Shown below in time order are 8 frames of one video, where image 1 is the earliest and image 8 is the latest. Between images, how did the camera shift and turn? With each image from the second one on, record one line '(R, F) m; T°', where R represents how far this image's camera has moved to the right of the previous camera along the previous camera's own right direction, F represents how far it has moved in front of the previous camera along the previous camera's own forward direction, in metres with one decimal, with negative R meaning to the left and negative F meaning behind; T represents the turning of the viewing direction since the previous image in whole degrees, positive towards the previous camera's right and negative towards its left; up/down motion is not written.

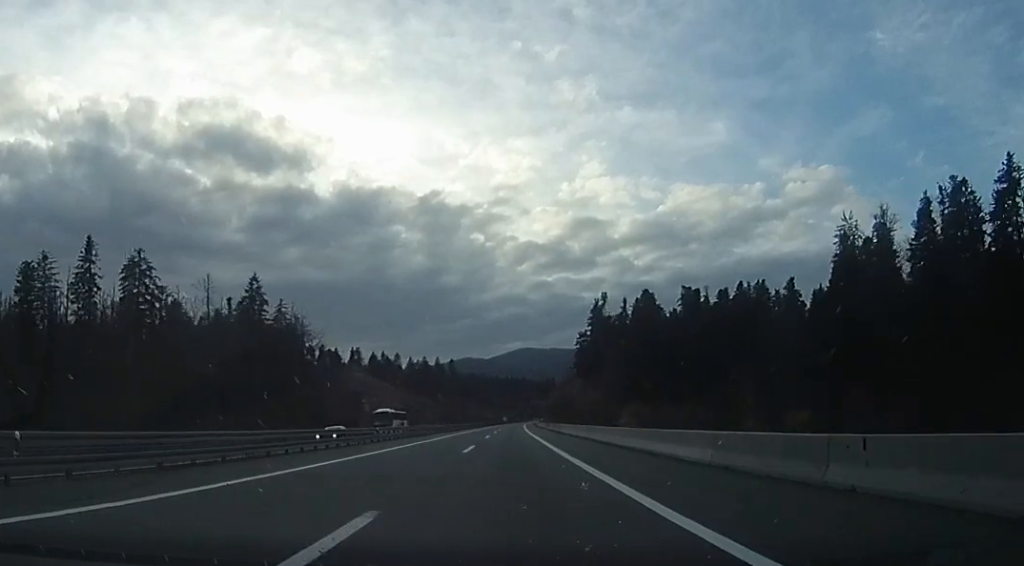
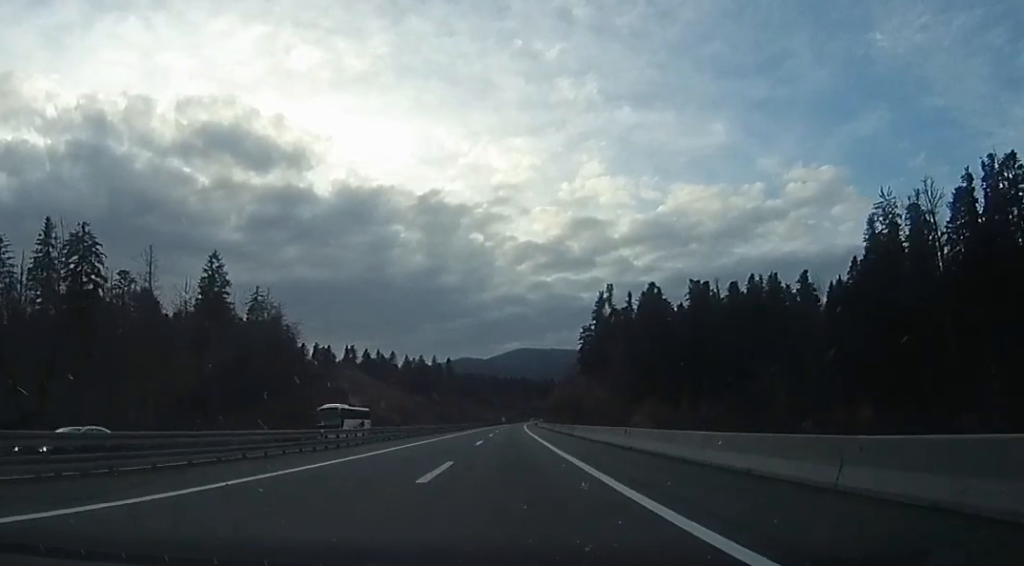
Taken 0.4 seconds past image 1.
(0.0, +12.4) m; 0°
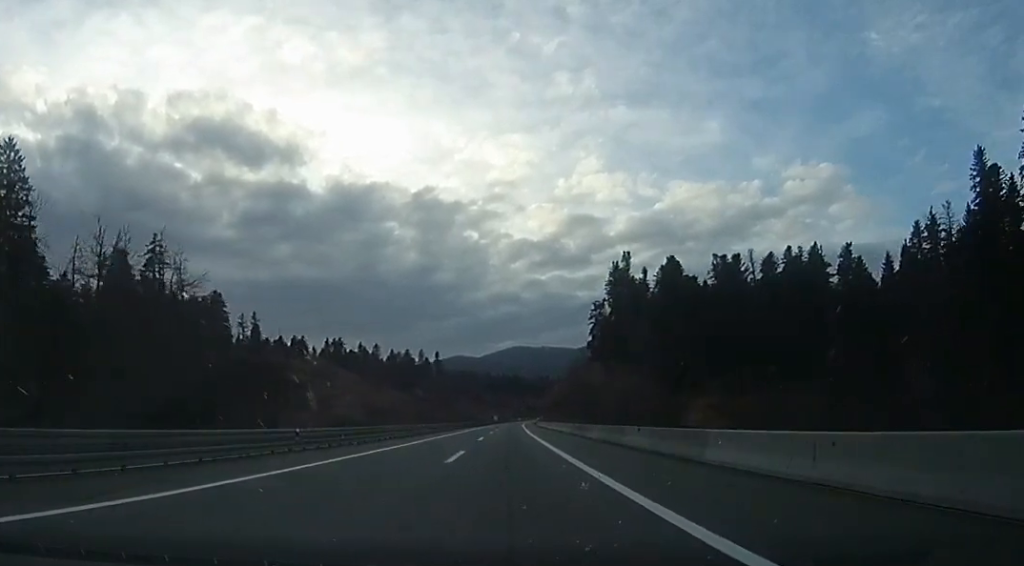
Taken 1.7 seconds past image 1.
(0.0, +35.1) m; 0°
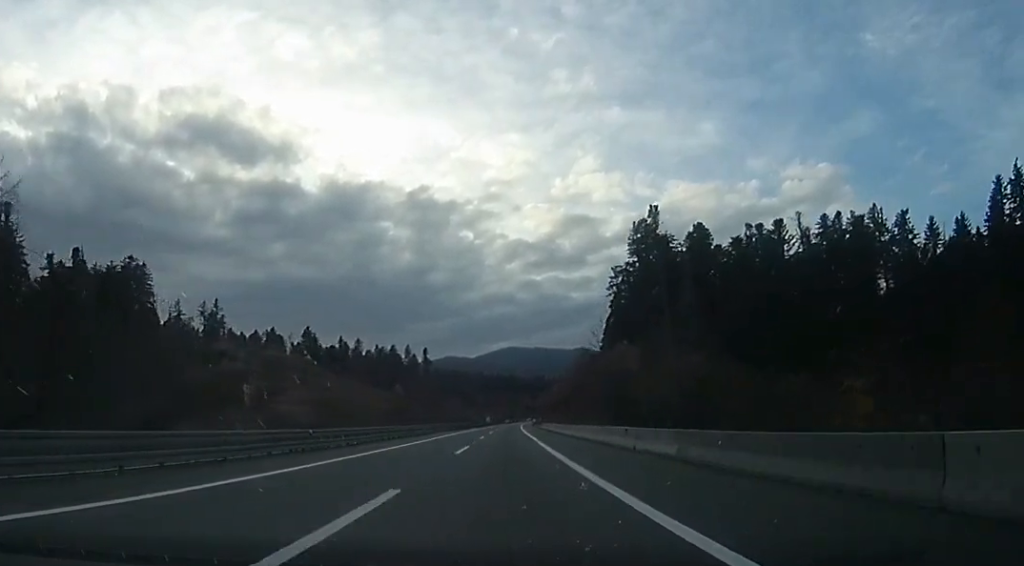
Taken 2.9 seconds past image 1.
(0.0, +33.7) m; 0°
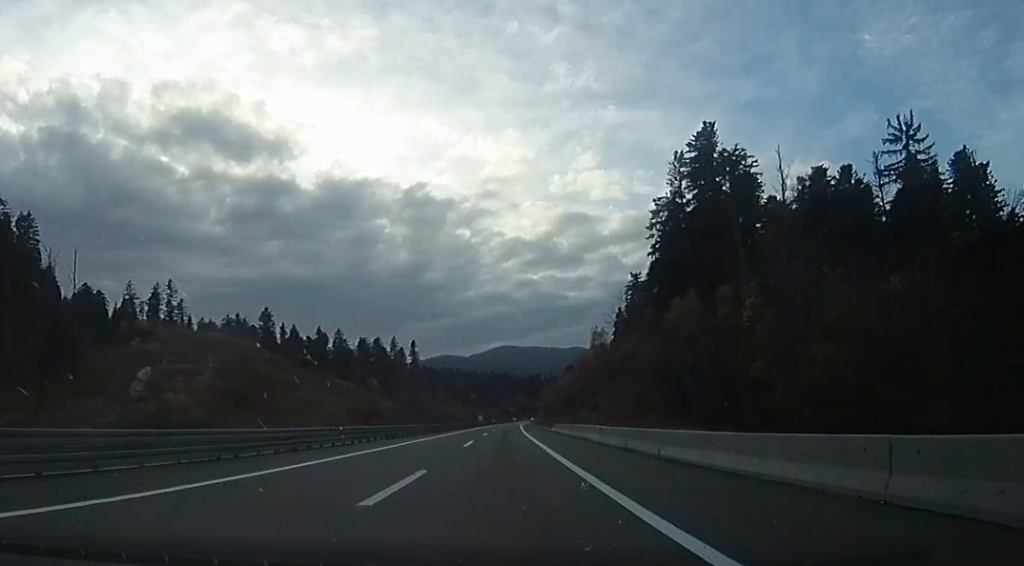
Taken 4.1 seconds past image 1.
(0.0, +34.6) m; 0°
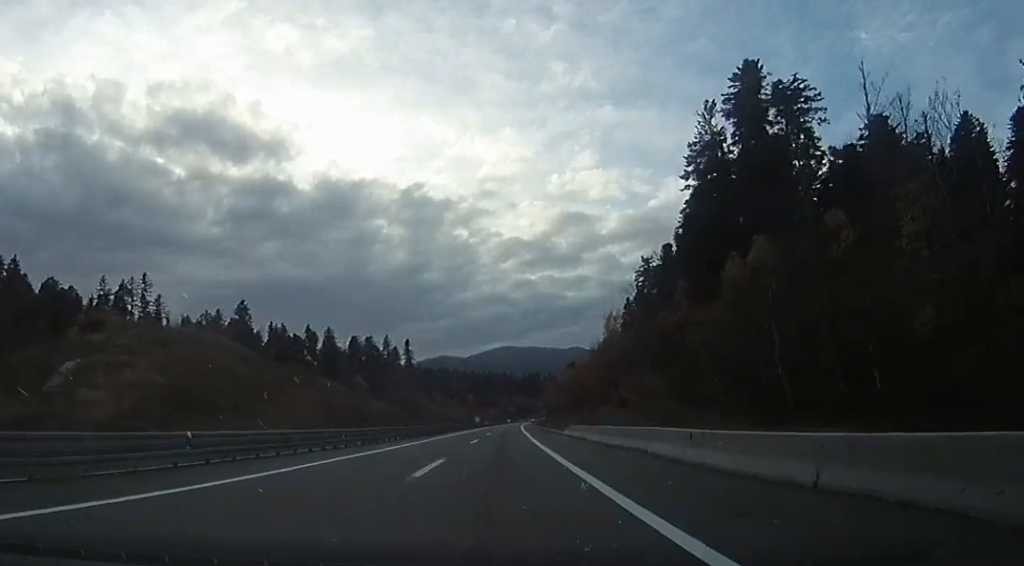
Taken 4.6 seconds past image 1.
(0.0, +16.1) m; 0°
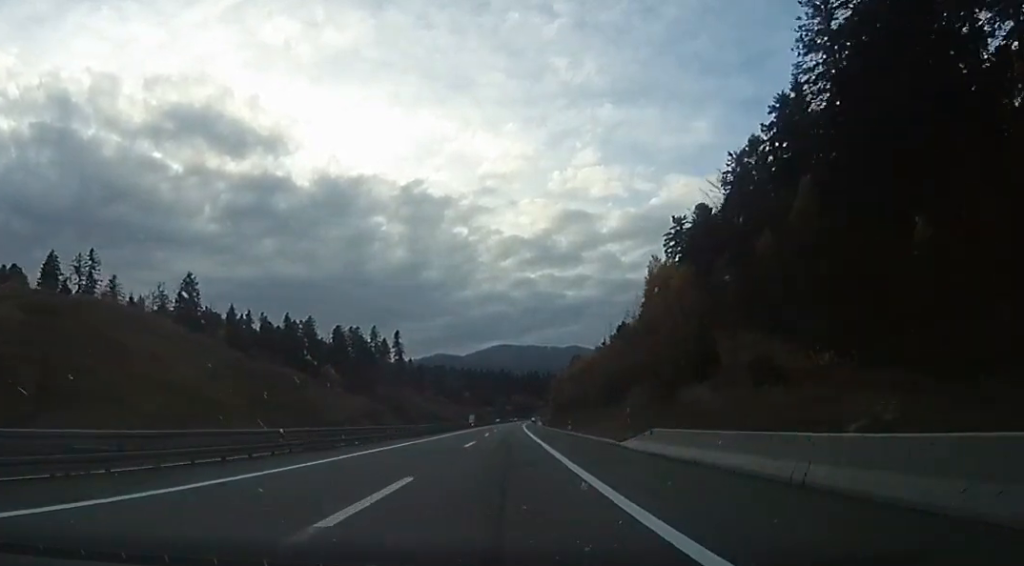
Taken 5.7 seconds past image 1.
(0.0, +29.3) m; 0°
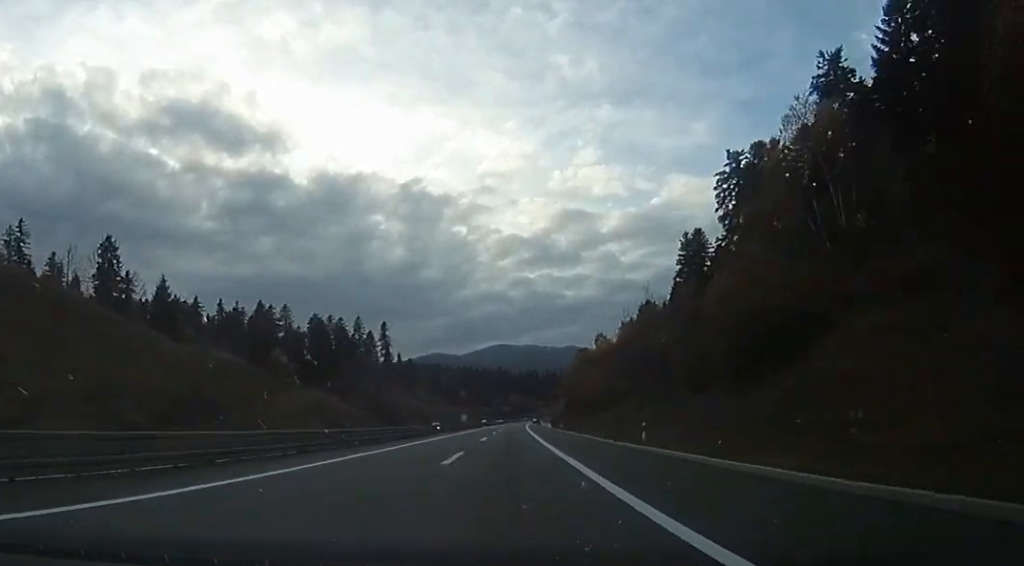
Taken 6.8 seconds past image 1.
(0.0, +31.3) m; 0°
